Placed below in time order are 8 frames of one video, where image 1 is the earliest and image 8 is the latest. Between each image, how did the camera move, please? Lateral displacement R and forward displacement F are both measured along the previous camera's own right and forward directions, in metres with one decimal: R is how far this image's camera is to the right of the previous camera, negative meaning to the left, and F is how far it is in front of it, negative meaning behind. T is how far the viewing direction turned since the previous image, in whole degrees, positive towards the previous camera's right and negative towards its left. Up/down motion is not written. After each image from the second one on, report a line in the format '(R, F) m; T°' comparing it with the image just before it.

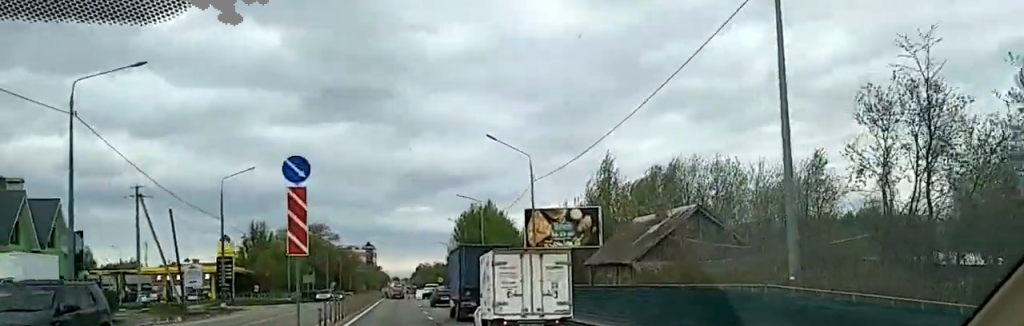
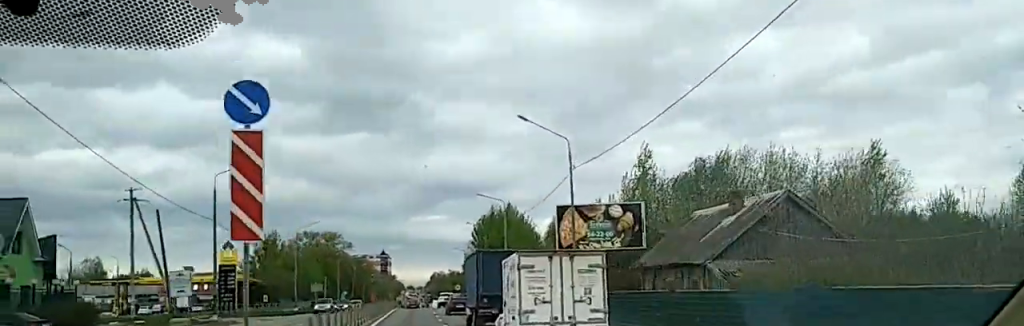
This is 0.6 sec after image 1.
(-0.3, +7.9) m; -1°
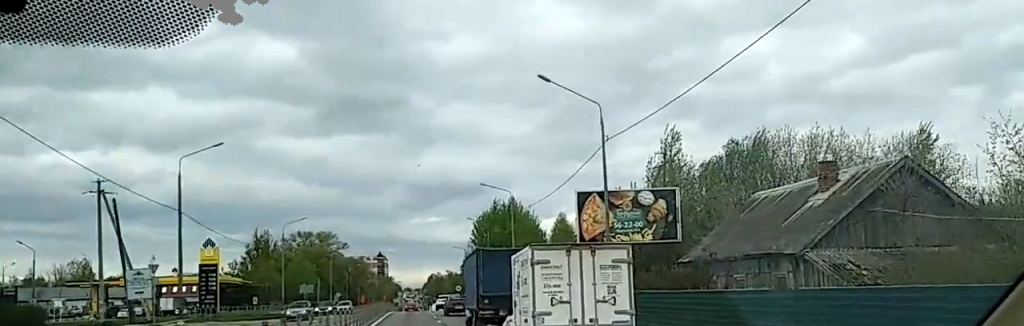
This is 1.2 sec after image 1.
(0.0, +7.4) m; 0°
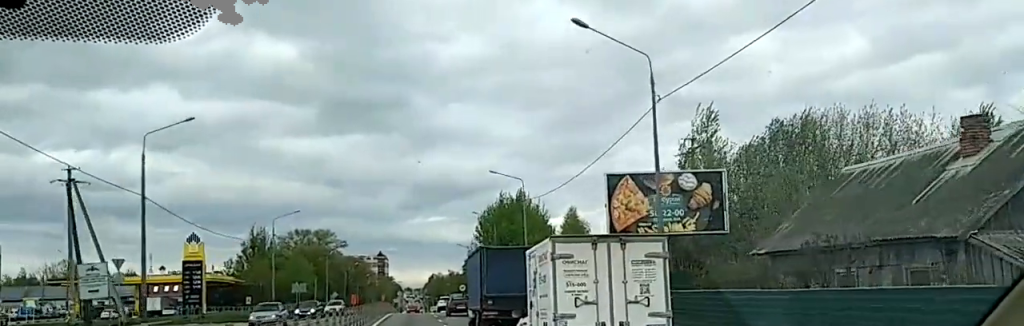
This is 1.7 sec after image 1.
(+0.1, +6.9) m; +1°
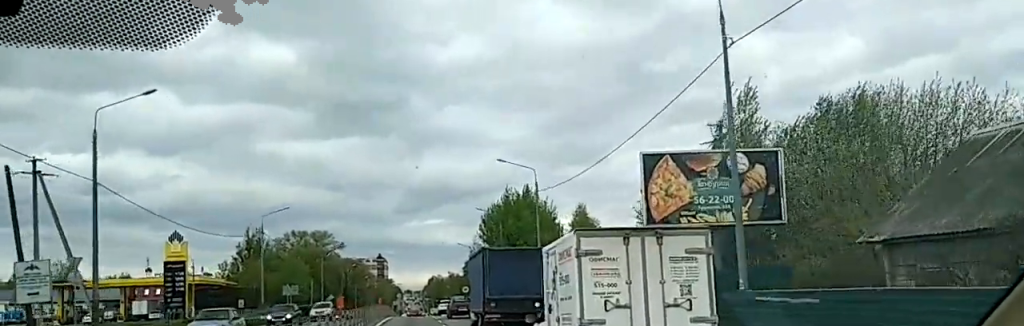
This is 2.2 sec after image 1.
(0.0, +6.3) m; 0°
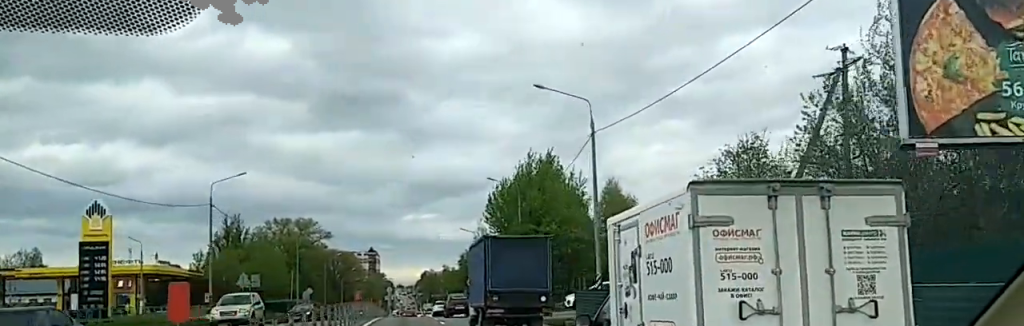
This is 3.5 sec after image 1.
(0.0, +17.9) m; 0°
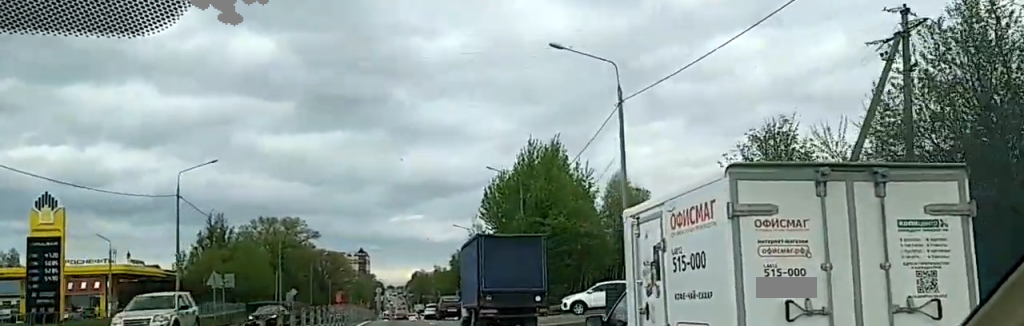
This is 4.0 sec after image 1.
(0.0, +6.2) m; 0°
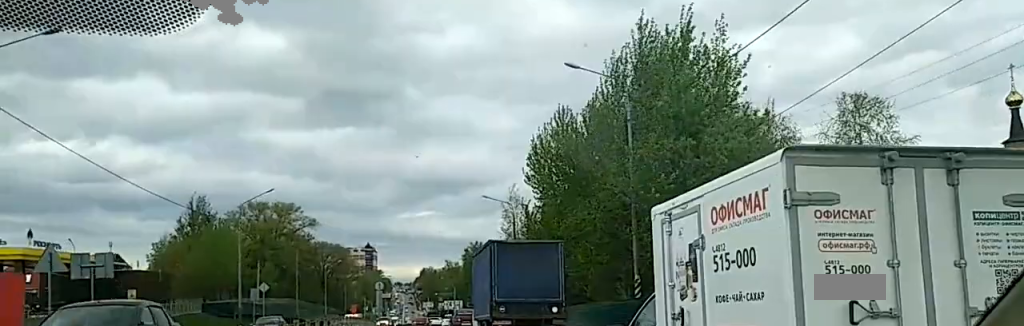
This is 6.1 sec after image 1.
(+0.2, +26.1) m; +2°
